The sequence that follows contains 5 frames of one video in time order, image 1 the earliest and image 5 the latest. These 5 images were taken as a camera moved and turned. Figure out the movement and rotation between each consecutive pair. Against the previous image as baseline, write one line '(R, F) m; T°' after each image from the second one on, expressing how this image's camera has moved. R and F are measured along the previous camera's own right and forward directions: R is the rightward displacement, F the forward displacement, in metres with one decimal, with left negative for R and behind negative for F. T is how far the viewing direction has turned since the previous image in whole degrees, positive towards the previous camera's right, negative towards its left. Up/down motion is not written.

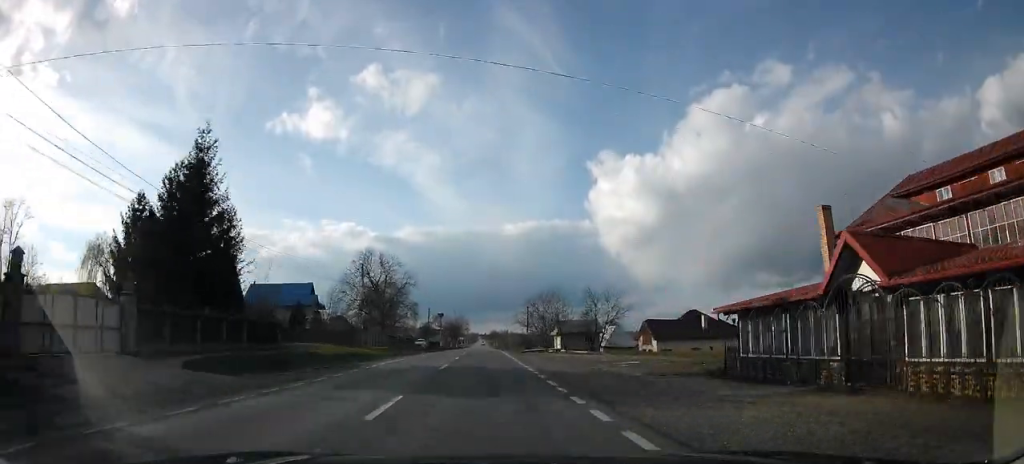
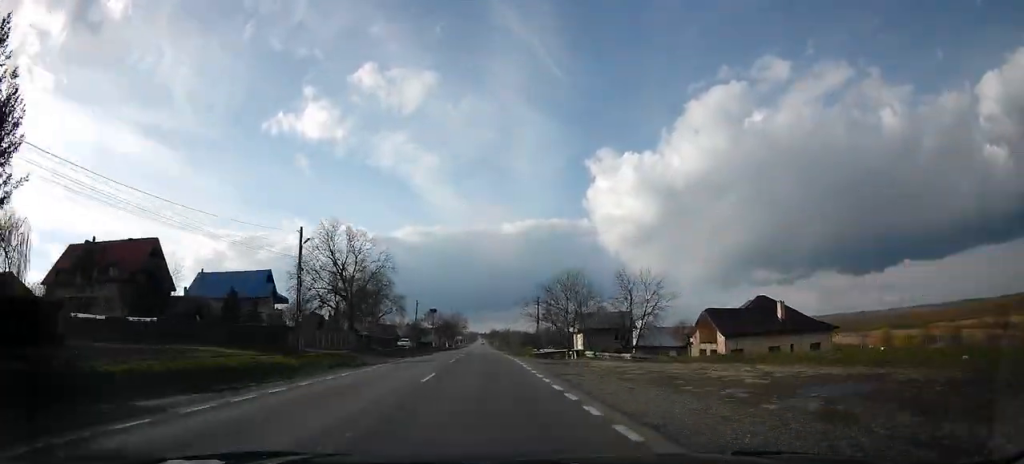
(-0.3, +17.8) m; -1°
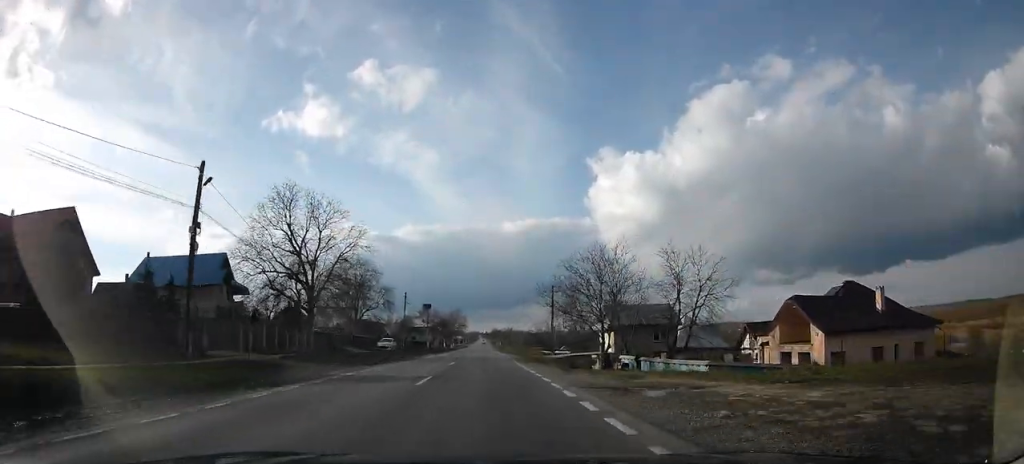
(-0.3, +13.6) m; 0°
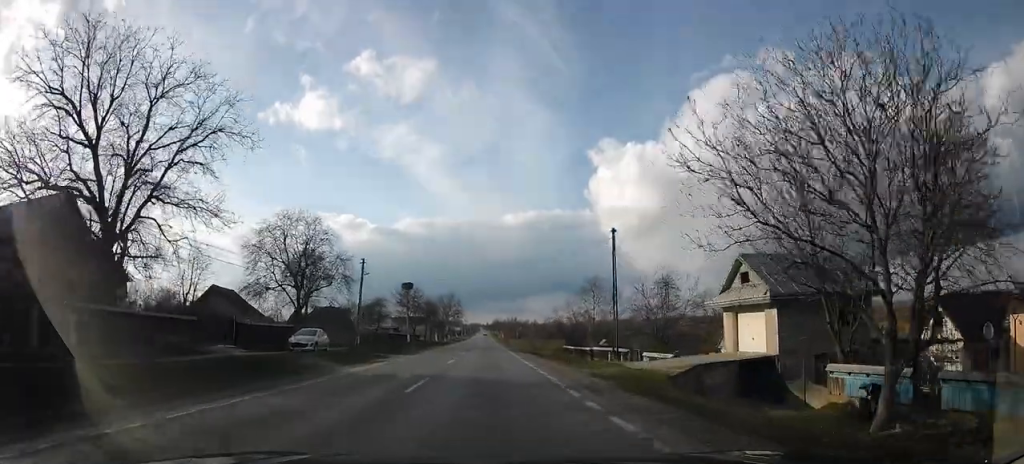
(+0.8, +25.7) m; +1°
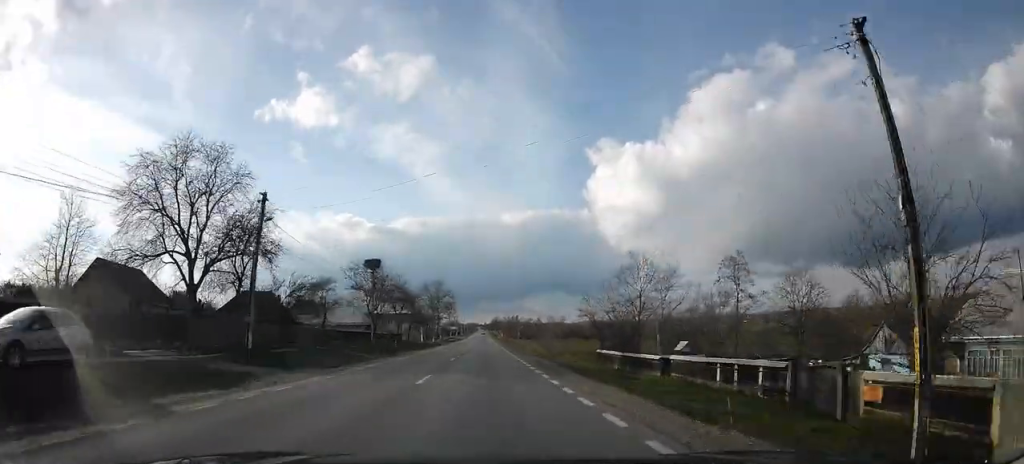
(-0.4, +21.7) m; -1°
